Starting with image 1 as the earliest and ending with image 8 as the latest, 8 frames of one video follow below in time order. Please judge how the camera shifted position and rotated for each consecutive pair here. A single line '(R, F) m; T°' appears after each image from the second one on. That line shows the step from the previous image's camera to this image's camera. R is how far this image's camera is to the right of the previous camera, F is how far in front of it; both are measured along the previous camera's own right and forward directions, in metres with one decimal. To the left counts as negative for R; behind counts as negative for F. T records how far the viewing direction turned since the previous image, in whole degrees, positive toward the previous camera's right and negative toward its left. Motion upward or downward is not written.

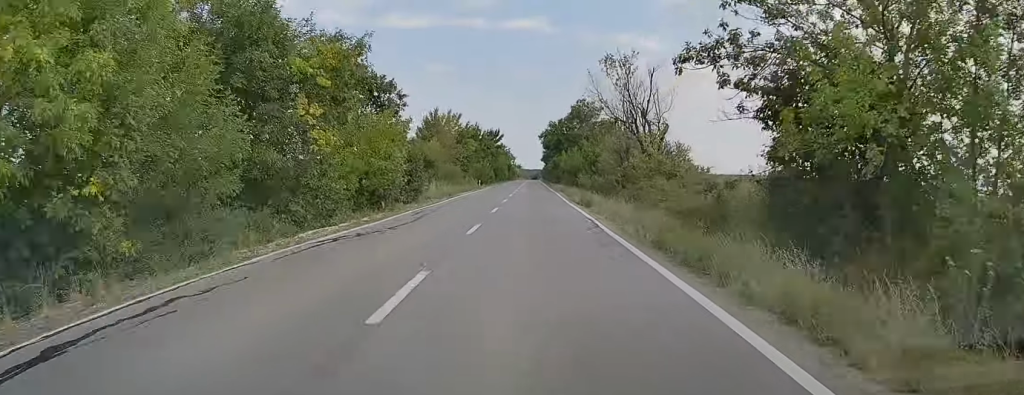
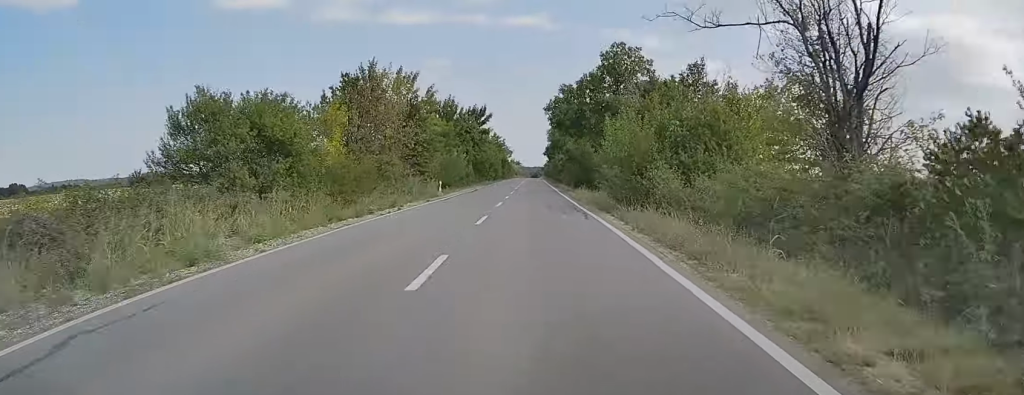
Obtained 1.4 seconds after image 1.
(0.0, +34.8) m; 0°
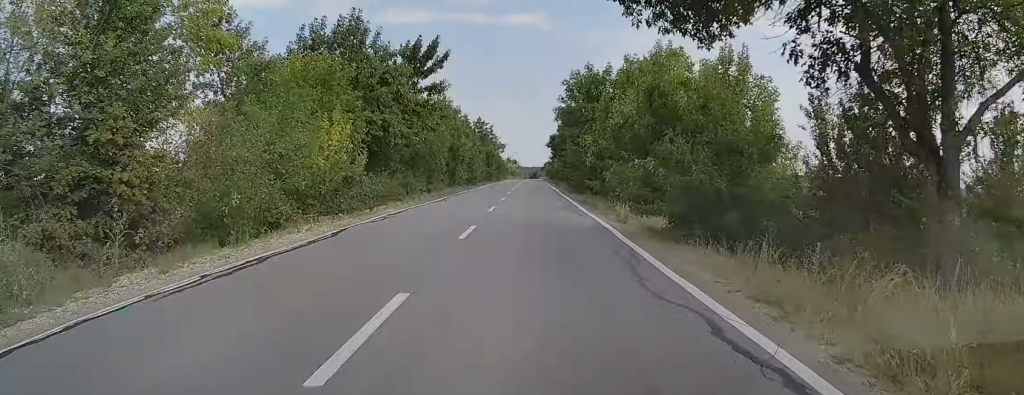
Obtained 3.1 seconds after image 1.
(-0.4, +39.4) m; -1°
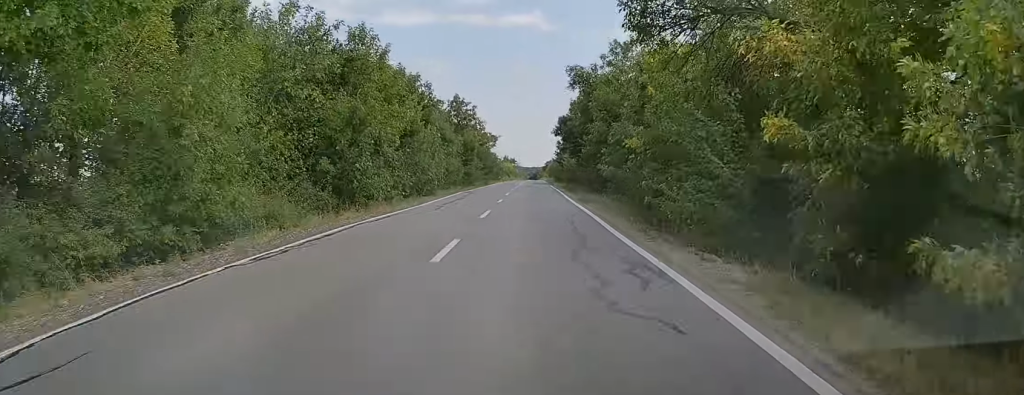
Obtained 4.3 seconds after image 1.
(+0.1, +30.5) m; +1°
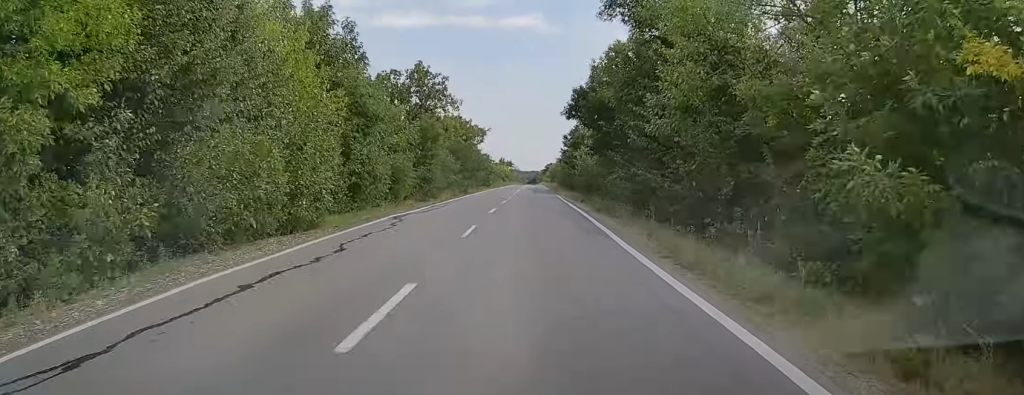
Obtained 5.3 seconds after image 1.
(+0.1, +23.4) m; 0°
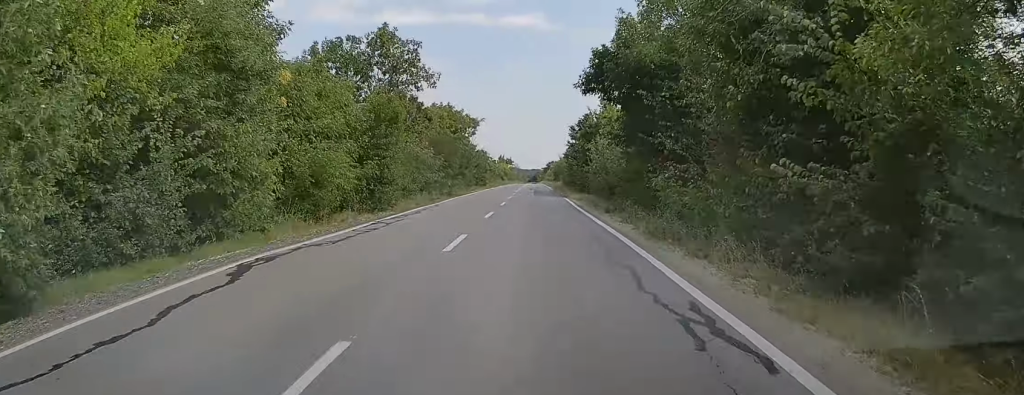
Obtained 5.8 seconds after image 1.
(0.0, +12.1) m; 0°
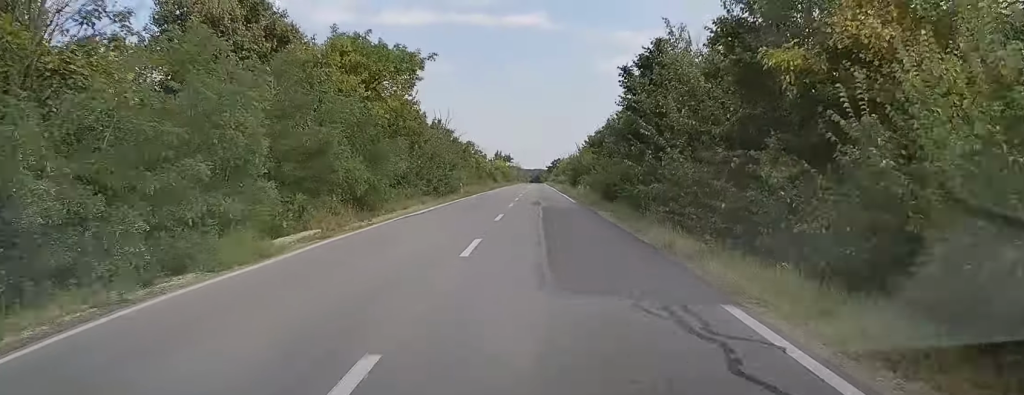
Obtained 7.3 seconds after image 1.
(0.0, +36.5) m; 0°
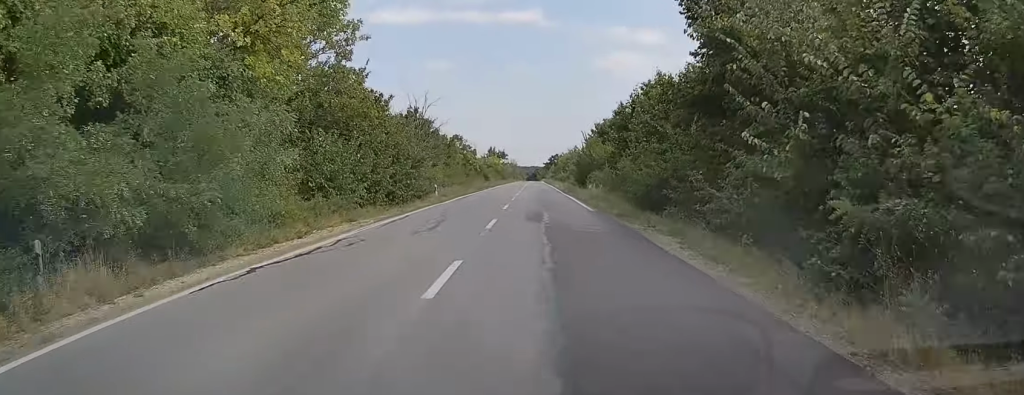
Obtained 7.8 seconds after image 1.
(0.0, +13.0) m; 0°
